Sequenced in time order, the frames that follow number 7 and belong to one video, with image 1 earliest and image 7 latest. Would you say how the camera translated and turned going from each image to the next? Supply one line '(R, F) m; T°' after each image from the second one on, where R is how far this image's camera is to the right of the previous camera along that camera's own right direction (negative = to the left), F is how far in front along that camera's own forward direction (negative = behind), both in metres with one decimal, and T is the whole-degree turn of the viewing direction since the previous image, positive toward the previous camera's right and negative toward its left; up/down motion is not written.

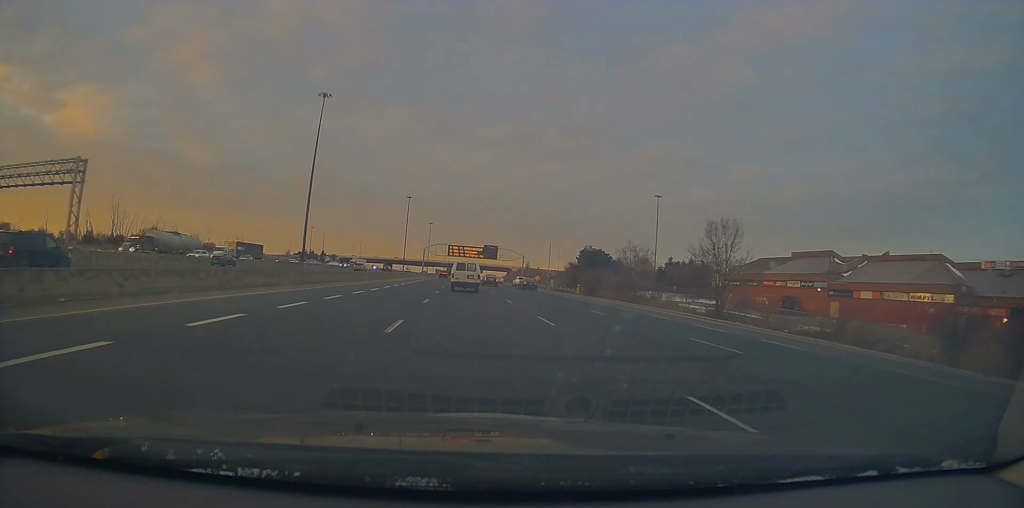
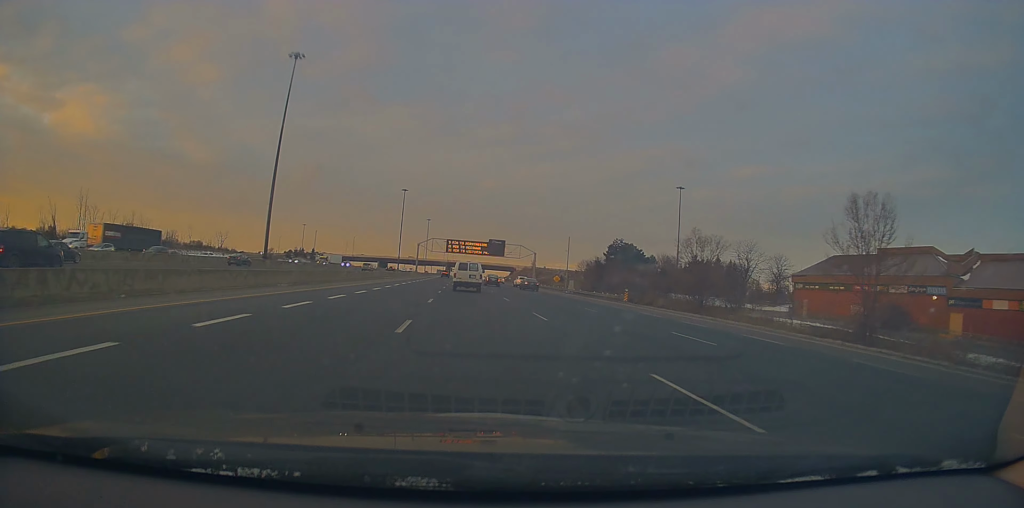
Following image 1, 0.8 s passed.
(+0.1, +23.1) m; 0°
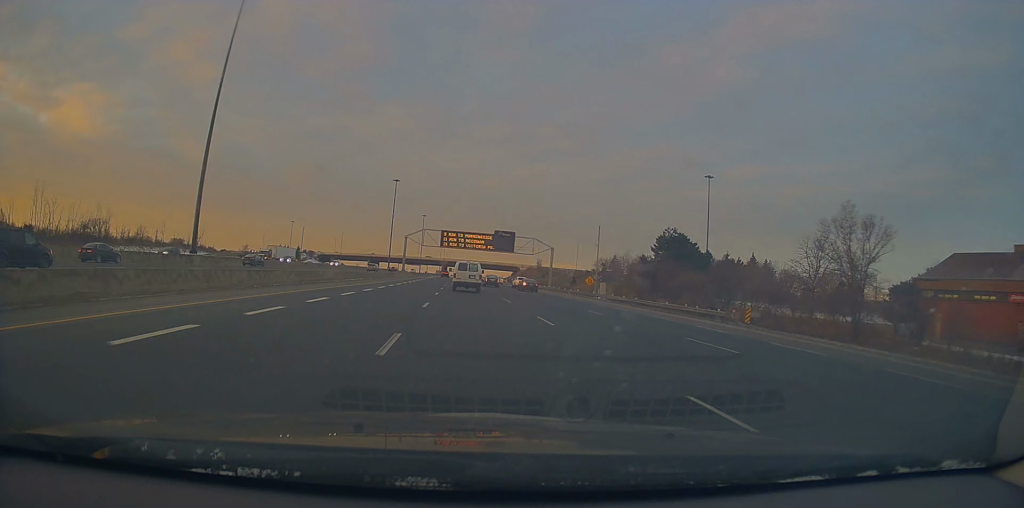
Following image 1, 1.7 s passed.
(-0.3, +26.0) m; 0°
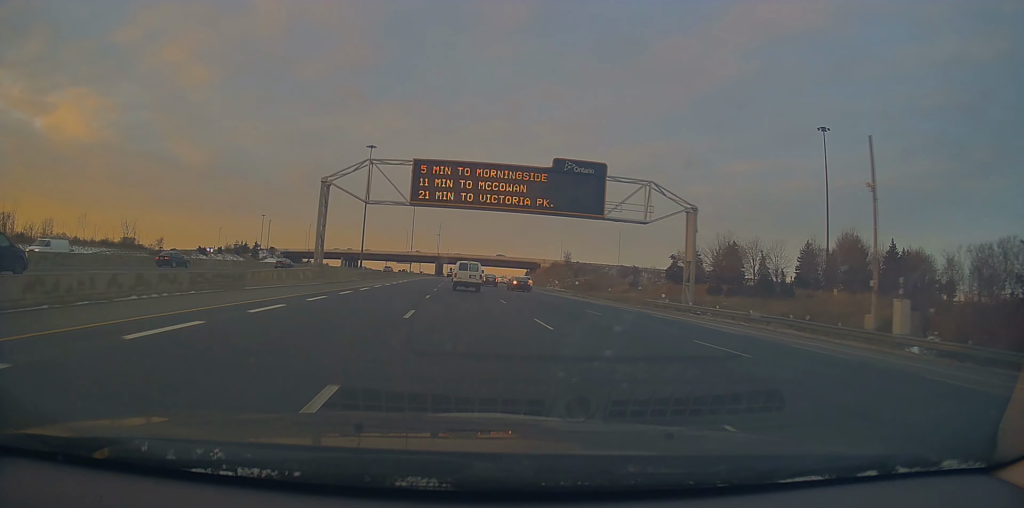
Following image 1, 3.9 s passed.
(+0.3, +62.5) m; 0°
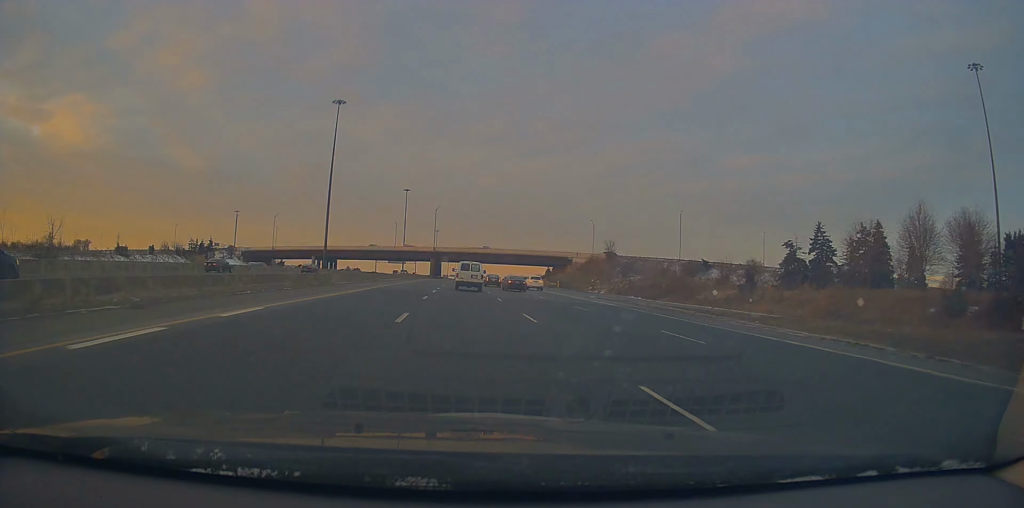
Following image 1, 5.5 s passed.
(+0.3, +47.2) m; 0°
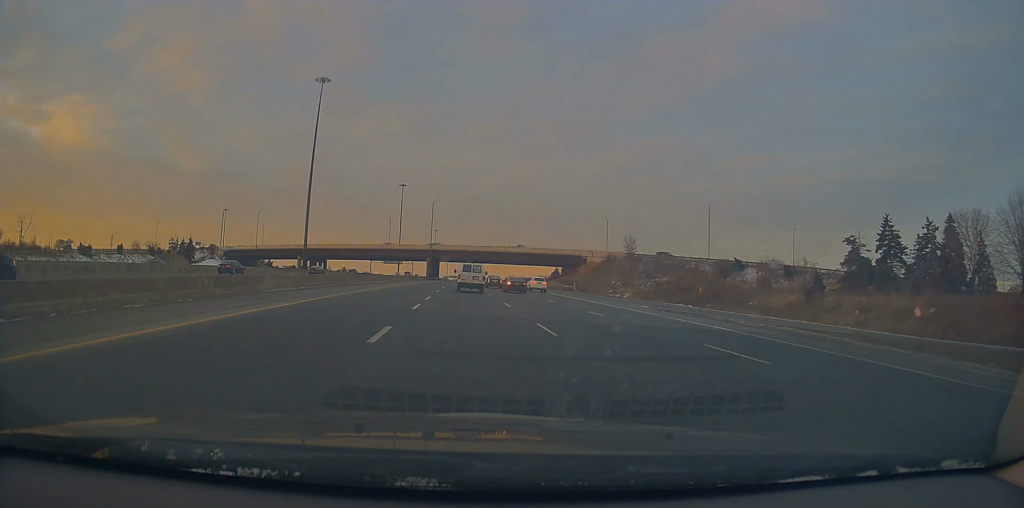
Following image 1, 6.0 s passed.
(0.0, +15.4) m; 0°
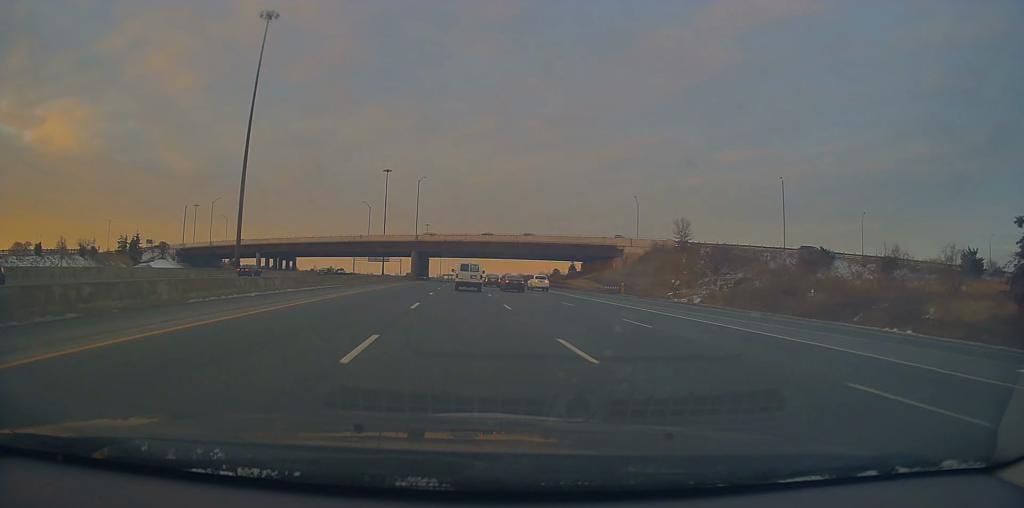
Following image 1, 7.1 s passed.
(-0.1, +29.7) m; 0°
